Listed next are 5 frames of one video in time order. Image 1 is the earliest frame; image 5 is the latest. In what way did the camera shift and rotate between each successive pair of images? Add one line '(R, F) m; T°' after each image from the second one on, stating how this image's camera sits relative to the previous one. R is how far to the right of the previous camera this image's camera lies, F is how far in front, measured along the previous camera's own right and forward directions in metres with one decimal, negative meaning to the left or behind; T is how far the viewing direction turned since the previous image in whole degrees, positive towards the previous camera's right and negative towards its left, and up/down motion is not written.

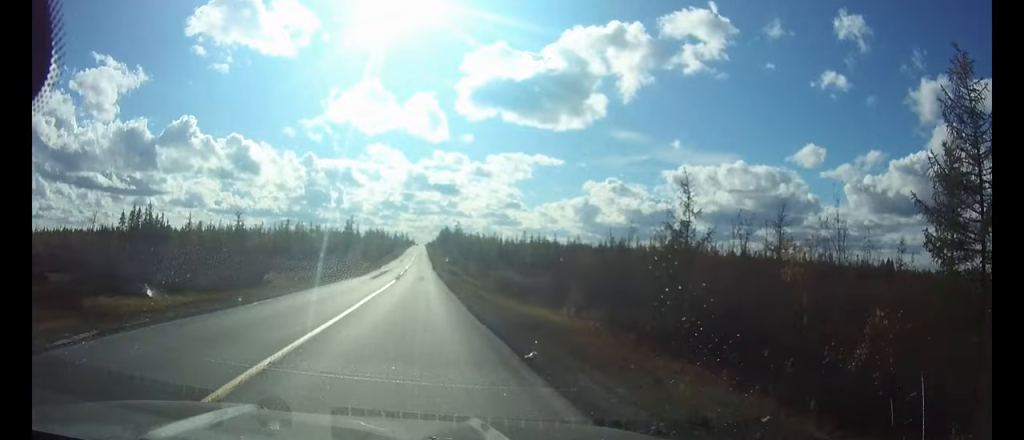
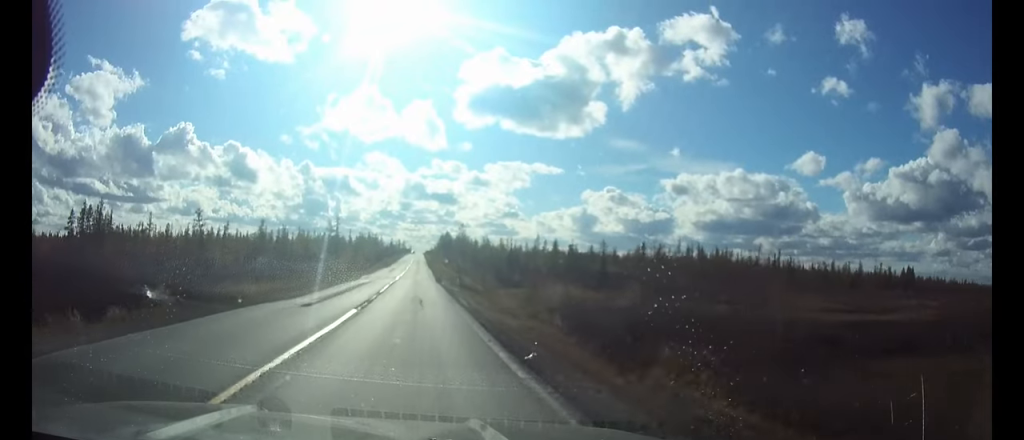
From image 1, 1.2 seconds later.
(0.0, +25.7) m; 0°
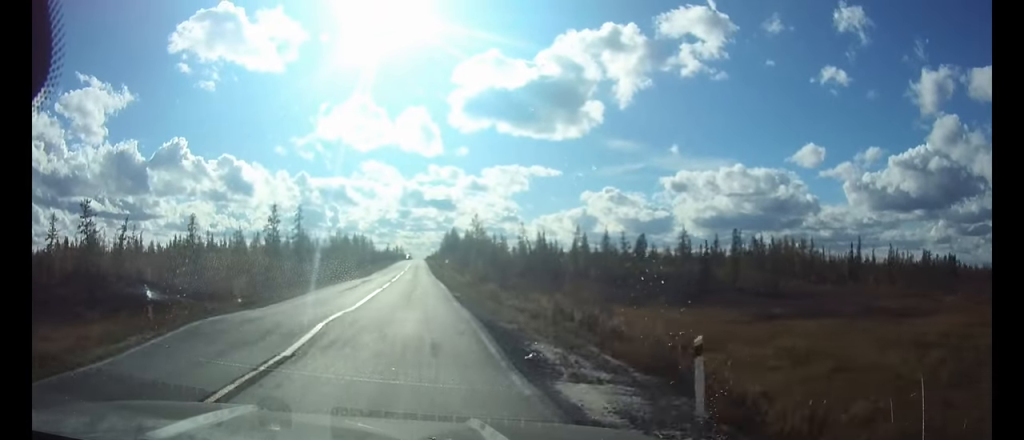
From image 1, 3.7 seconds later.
(-0.1, +47.1) m; 0°
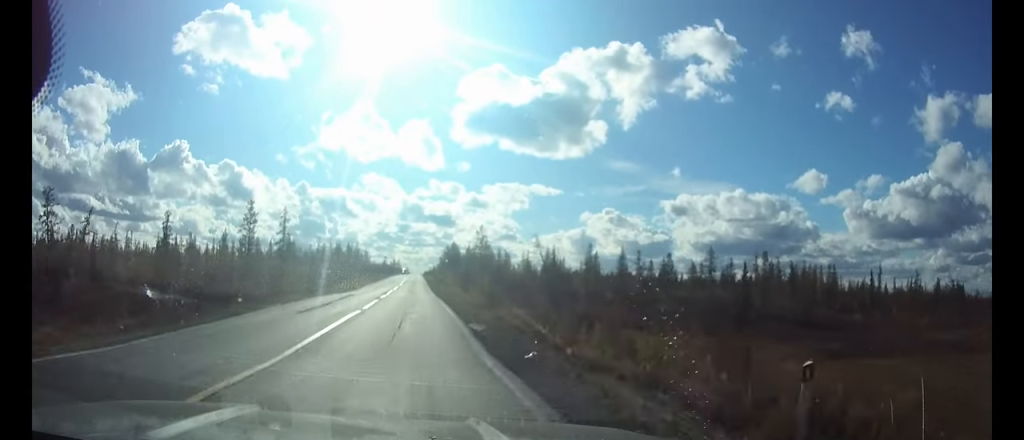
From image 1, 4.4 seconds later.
(0.0, +11.4) m; 0°
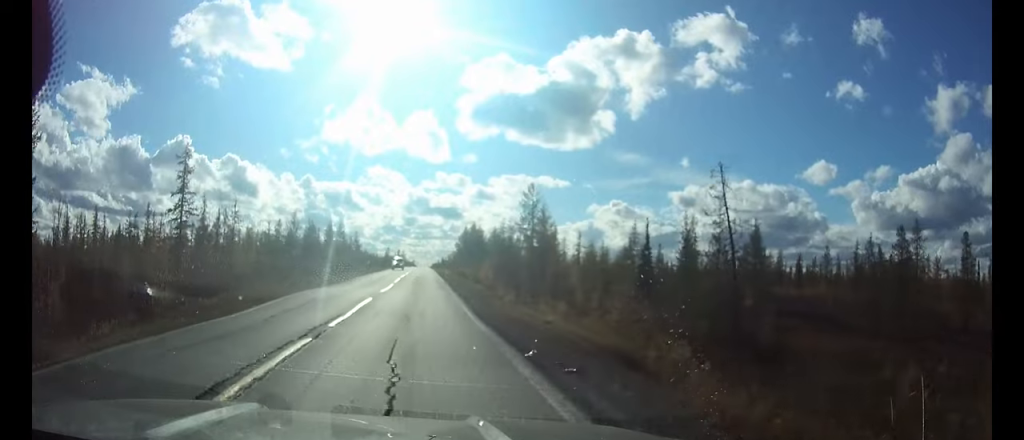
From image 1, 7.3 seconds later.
(0.0, +44.8) m; 0°
